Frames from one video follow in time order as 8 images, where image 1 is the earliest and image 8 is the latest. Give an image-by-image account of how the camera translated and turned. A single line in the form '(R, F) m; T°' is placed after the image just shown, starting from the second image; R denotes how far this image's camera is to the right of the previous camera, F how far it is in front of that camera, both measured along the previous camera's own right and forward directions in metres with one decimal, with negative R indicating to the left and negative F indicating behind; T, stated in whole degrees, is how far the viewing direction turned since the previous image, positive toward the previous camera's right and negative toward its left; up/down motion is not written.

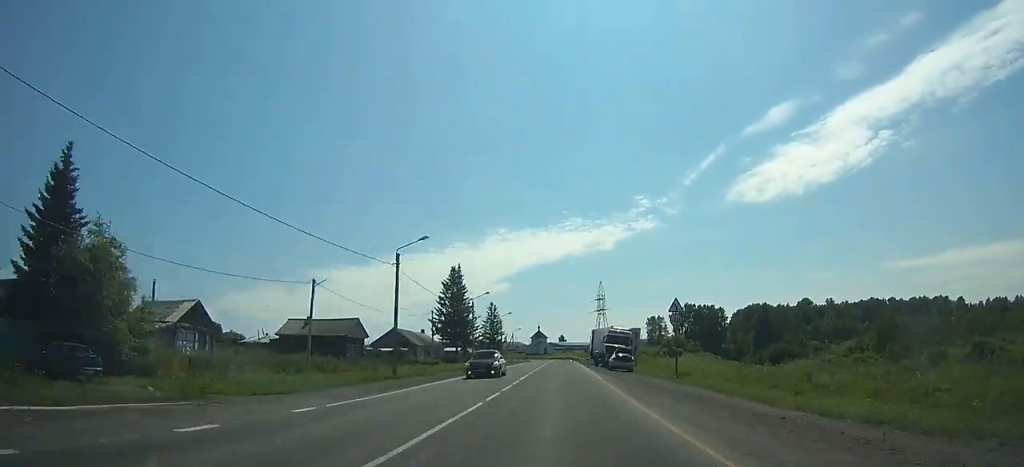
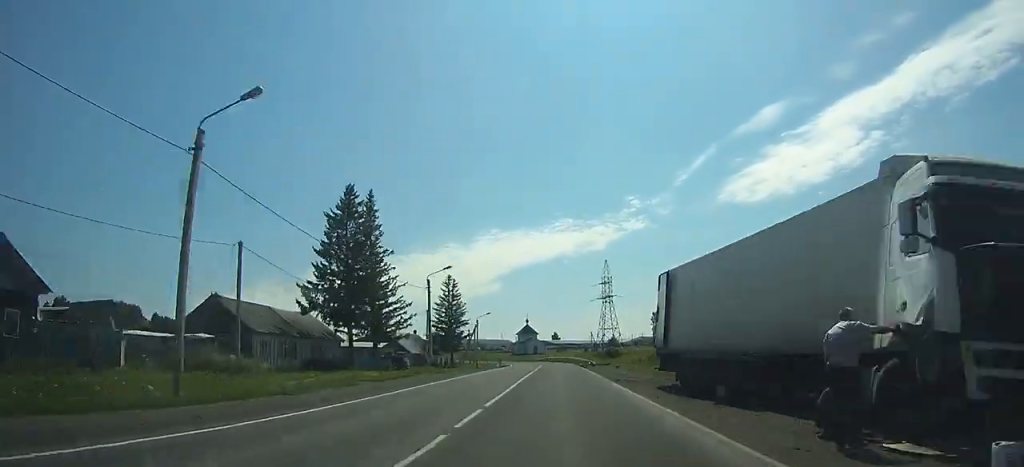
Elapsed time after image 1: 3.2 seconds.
(0.0, +49.6) m; 0°
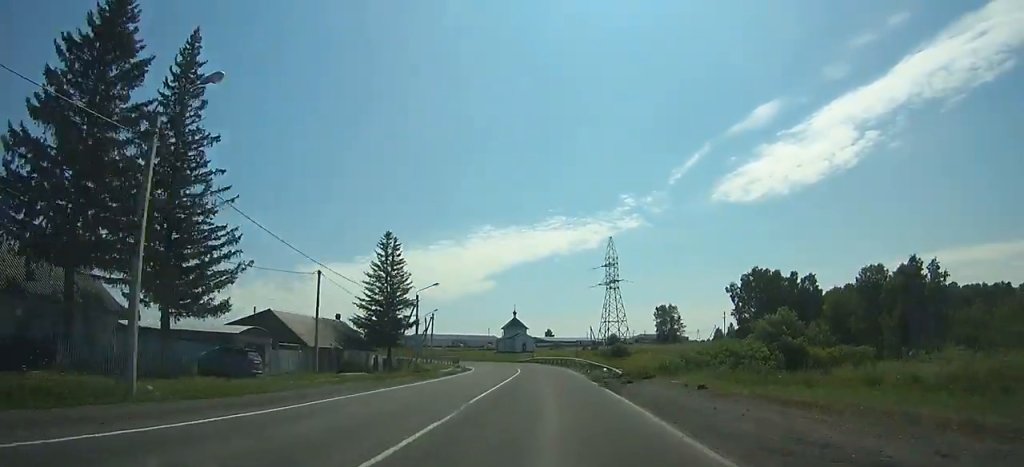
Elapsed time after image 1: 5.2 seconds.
(0.0, +30.7) m; -1°
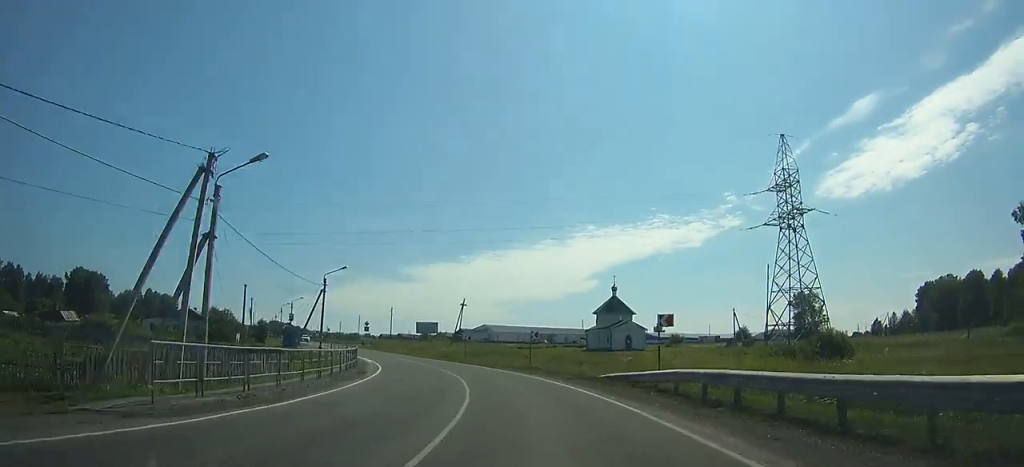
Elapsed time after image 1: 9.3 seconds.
(-3.7, +61.7) m; -12°
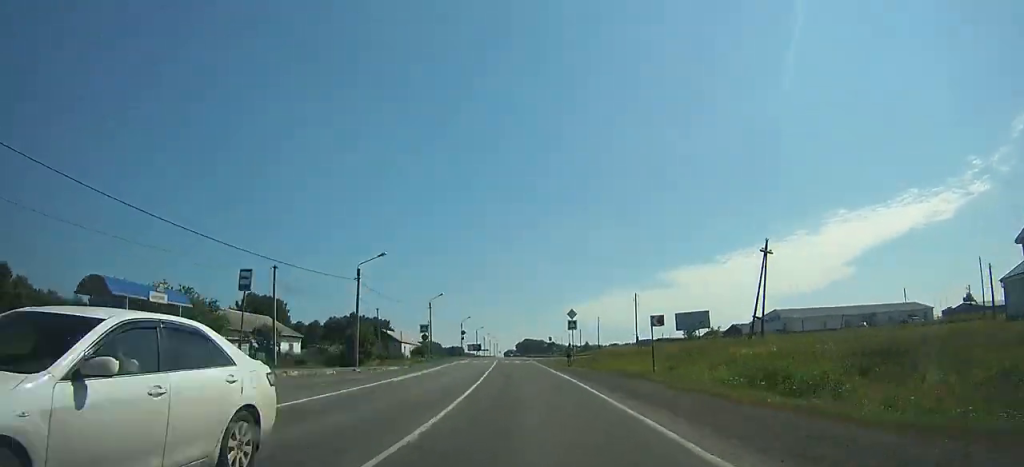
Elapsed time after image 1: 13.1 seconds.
(-8.6, +55.6) m; -18°
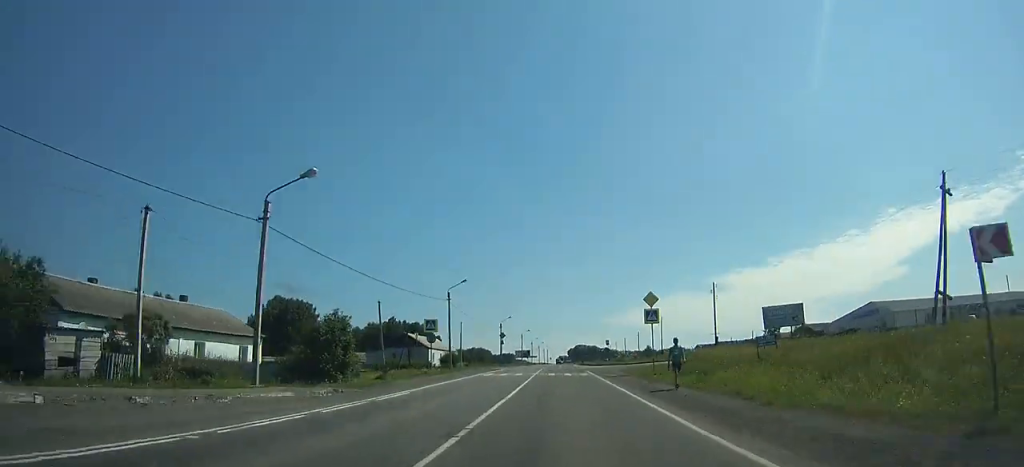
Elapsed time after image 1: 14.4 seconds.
(-1.4, +19.5) m; -4°
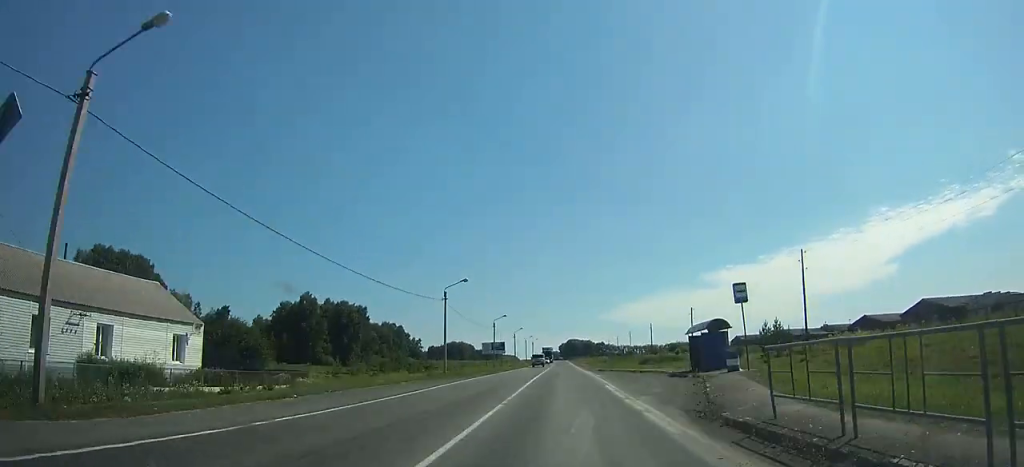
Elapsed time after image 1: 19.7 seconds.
(-5.7, +83.1) m; -4°
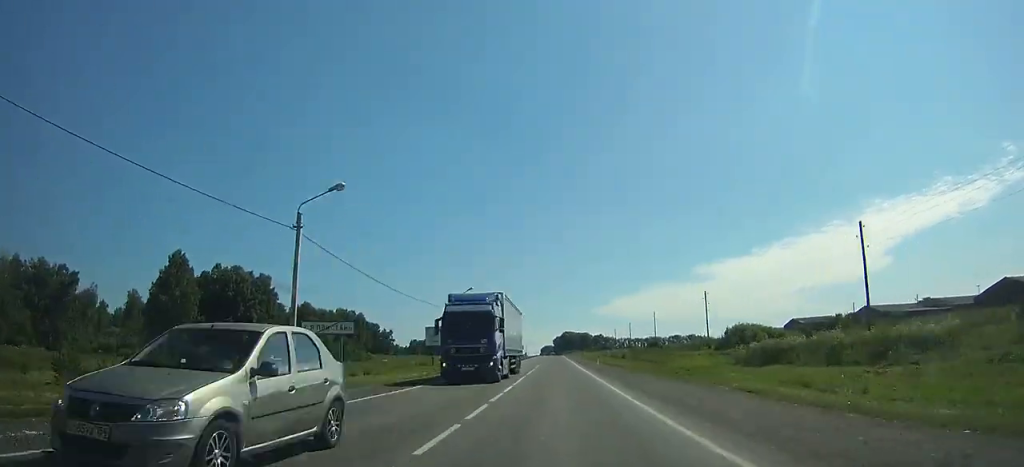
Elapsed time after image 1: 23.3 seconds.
(+0.3, +62.9) m; 0°
